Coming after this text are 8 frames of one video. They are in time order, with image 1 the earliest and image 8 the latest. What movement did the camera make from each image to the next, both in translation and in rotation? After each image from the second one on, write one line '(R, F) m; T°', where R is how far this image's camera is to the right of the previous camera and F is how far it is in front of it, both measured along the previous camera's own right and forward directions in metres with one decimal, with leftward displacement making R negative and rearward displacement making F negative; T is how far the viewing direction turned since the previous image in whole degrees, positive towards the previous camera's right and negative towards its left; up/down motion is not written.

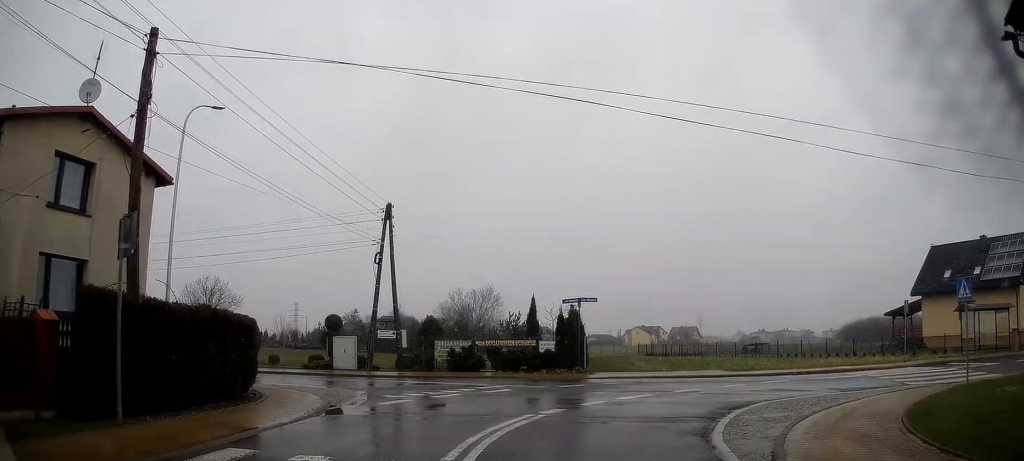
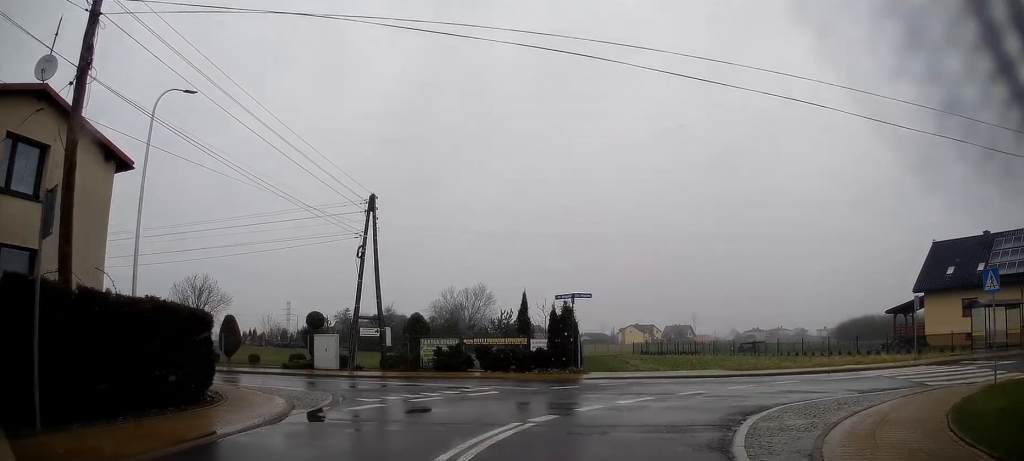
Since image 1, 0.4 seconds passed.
(+0.1, +1.5) m; 0°
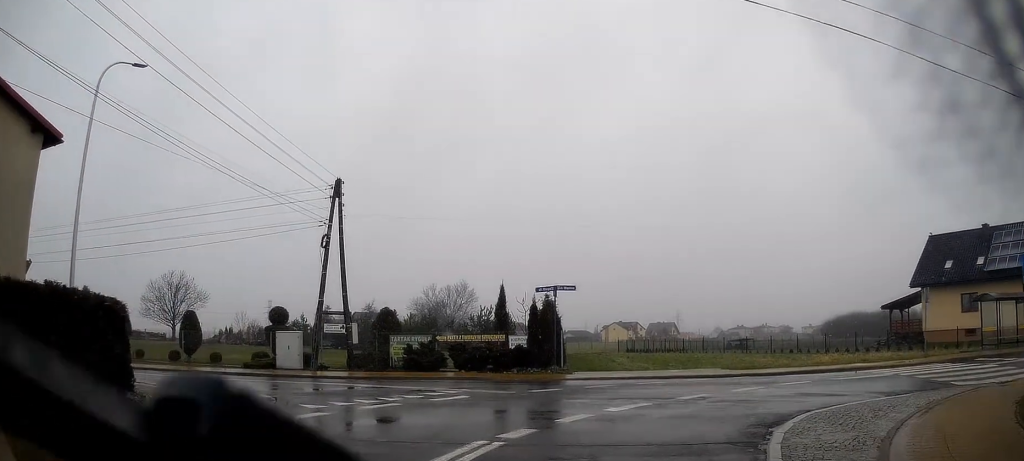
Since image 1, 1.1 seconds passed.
(-0.1, +2.2) m; 0°
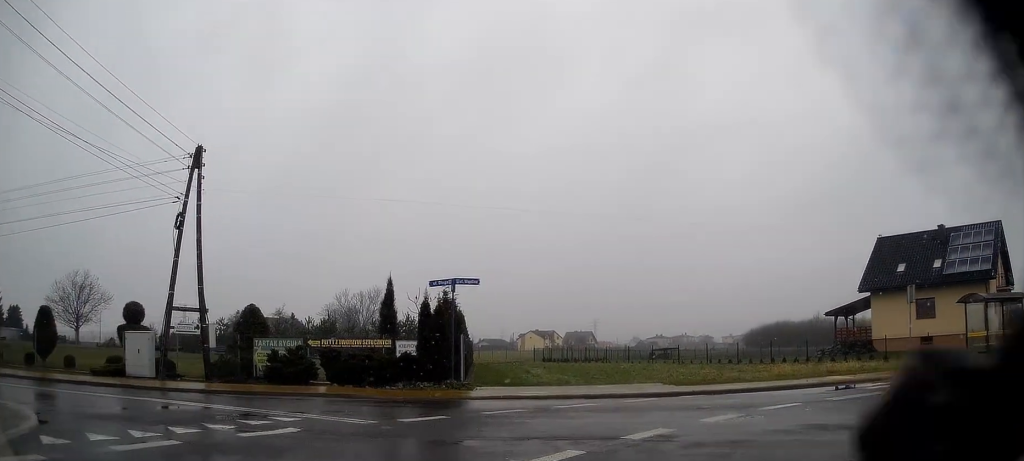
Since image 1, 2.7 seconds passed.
(+0.3, +5.0) m; +13°
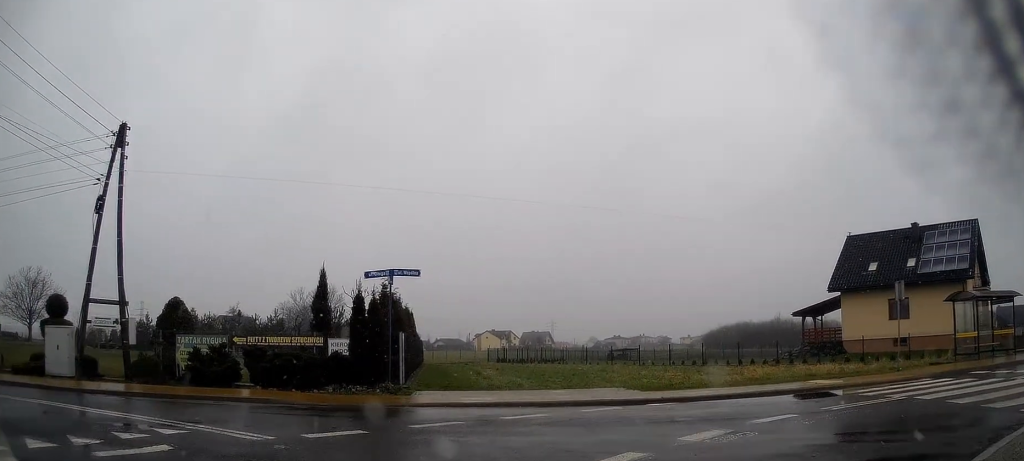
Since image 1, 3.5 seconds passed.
(+0.4, +2.1) m; +2°
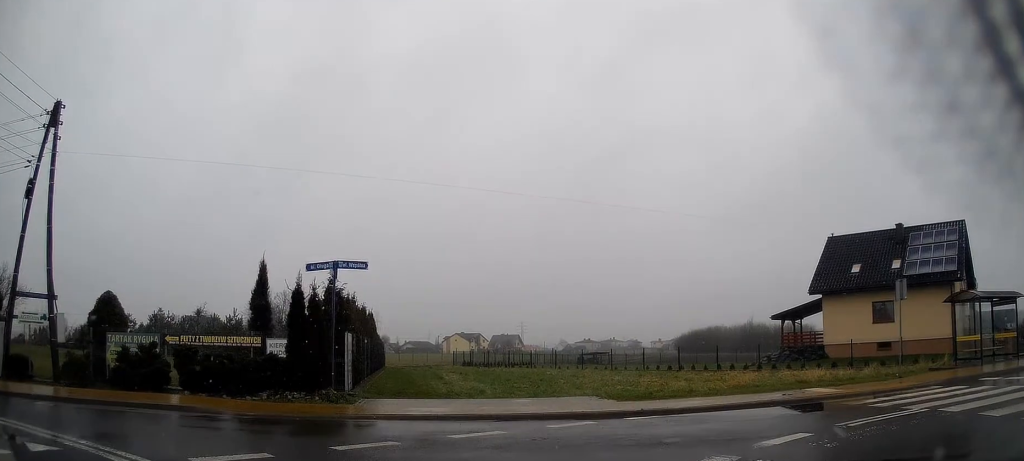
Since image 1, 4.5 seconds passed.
(-0.3, +2.2) m; -5°
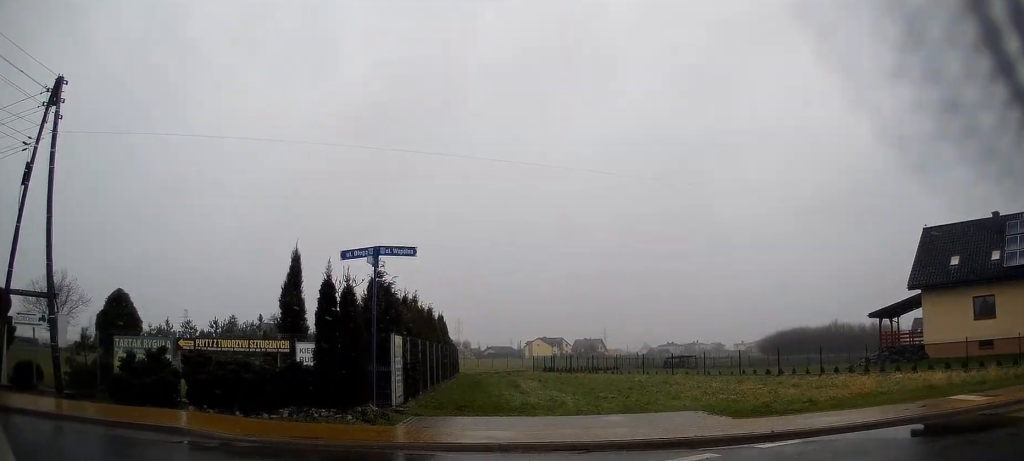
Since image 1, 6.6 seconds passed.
(-0.4, +4.1) m; -25°
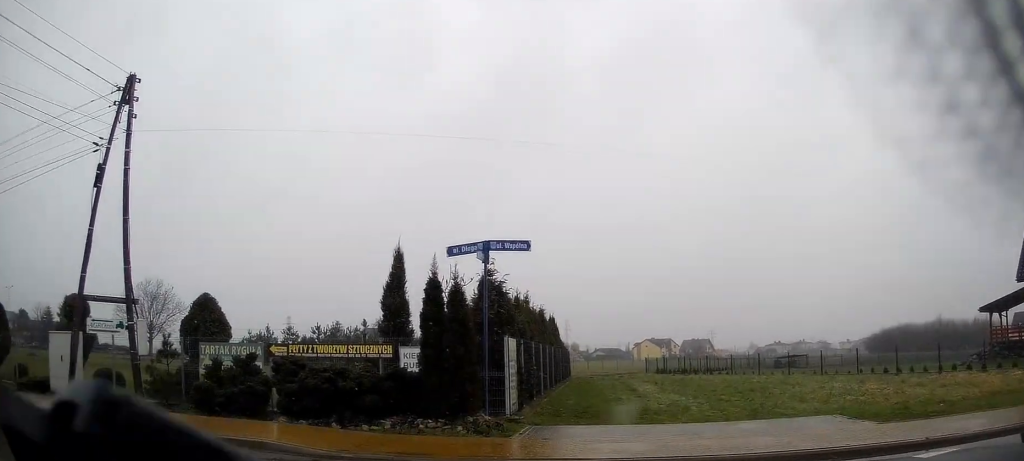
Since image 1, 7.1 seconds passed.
(-0.1, +1.2) m; -11°
